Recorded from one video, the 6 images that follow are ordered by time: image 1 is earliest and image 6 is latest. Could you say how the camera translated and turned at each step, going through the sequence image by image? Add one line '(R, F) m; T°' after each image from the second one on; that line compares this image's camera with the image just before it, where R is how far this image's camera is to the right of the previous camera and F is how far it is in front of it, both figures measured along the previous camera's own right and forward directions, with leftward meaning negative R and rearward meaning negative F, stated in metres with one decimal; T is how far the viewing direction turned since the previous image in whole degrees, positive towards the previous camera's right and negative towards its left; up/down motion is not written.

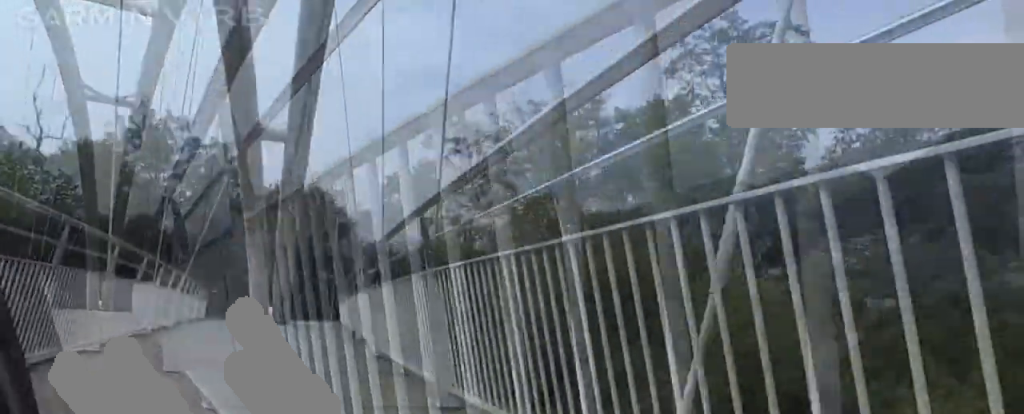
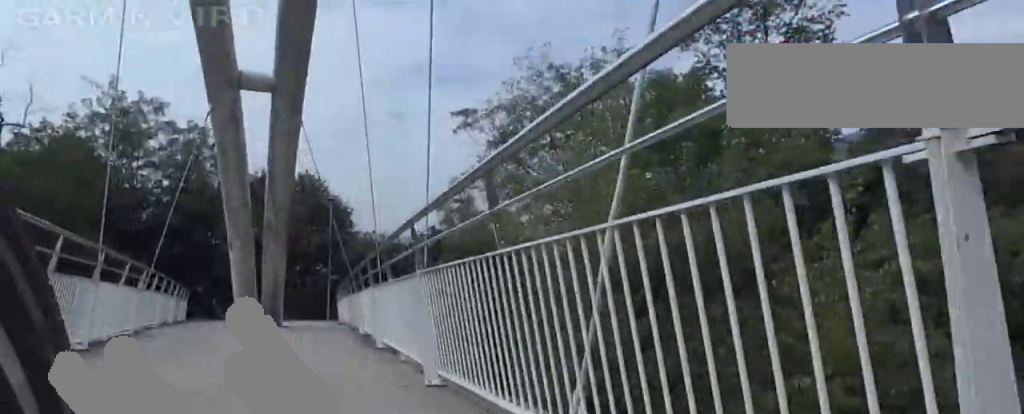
(0.0, +3.5) m; 0°
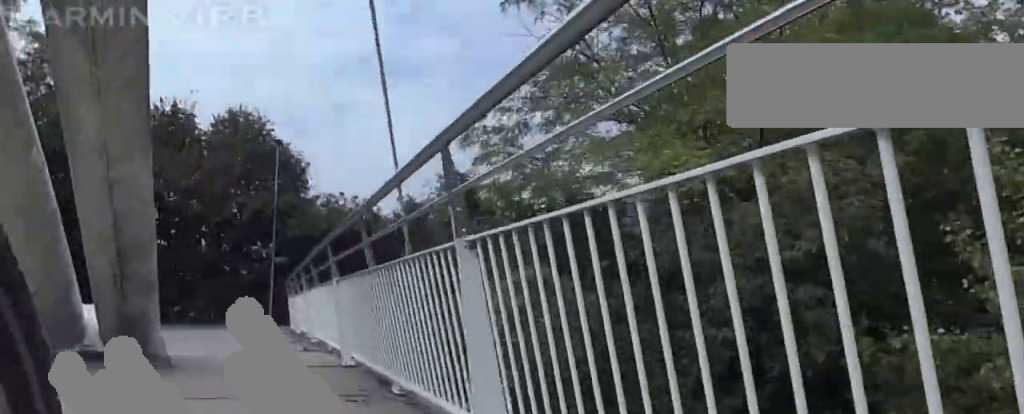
(0.0, +11.0) m; +3°
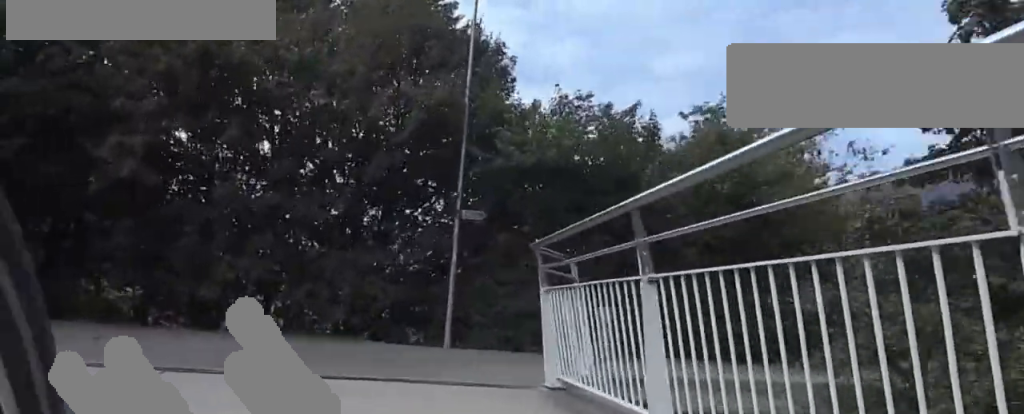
(+0.8, +11.8) m; +12°
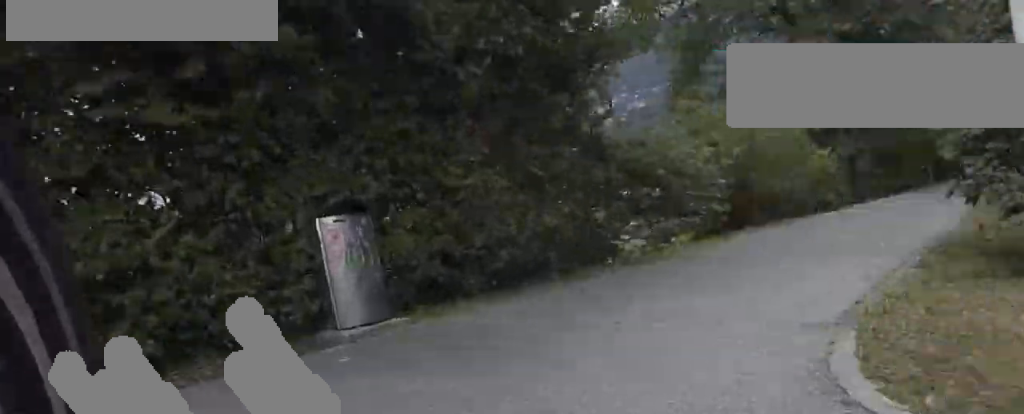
(+0.6, +1.3) m; +40°
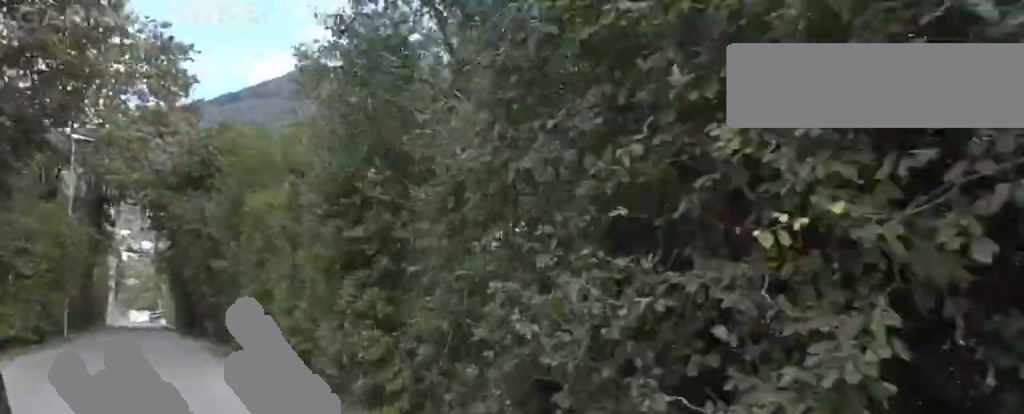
(+0.8, +15.7) m; +1°
